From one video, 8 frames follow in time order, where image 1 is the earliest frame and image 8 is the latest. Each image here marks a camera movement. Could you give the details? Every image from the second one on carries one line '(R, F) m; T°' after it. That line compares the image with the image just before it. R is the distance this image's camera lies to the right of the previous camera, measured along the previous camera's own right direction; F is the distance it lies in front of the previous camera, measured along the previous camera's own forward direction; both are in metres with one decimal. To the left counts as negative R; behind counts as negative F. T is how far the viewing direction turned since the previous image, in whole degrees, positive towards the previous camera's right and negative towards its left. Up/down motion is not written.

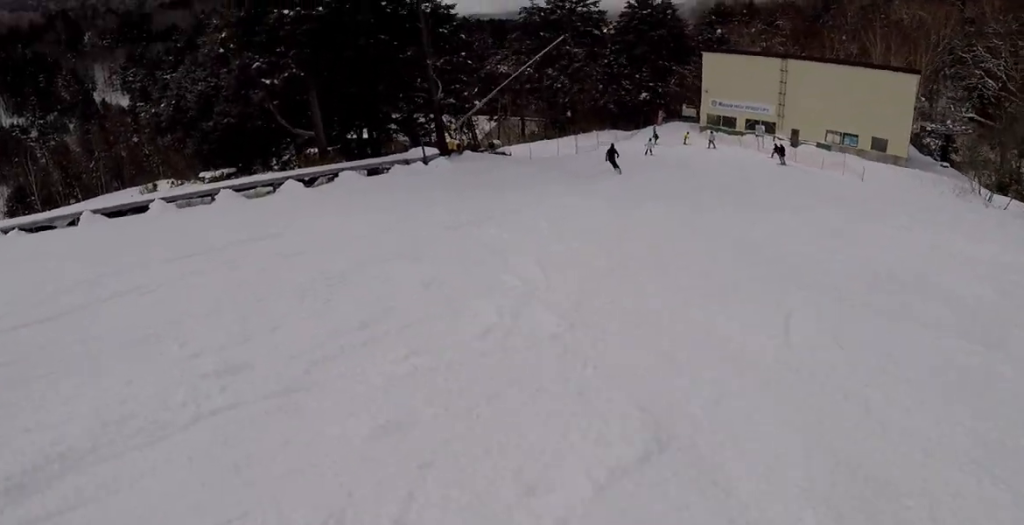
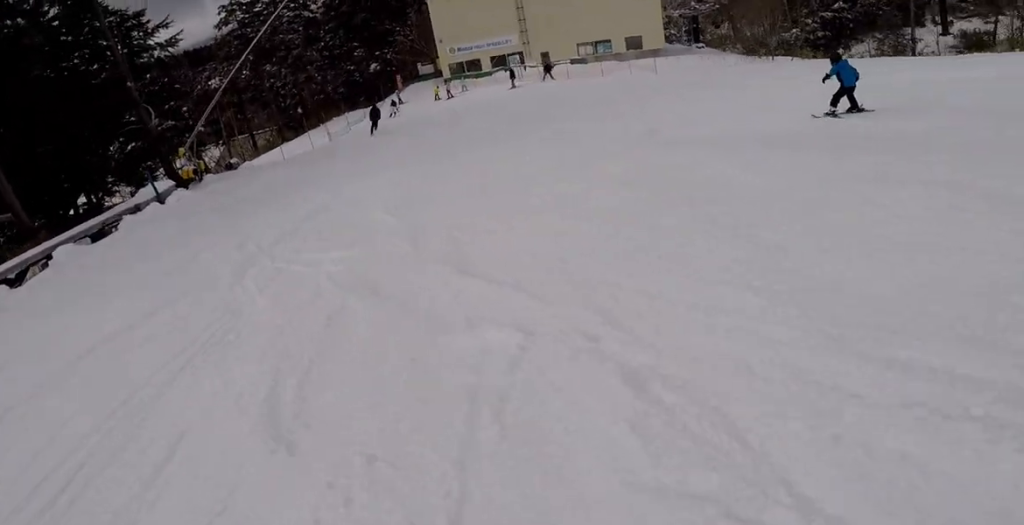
(+0.5, +6.3) m; +22°
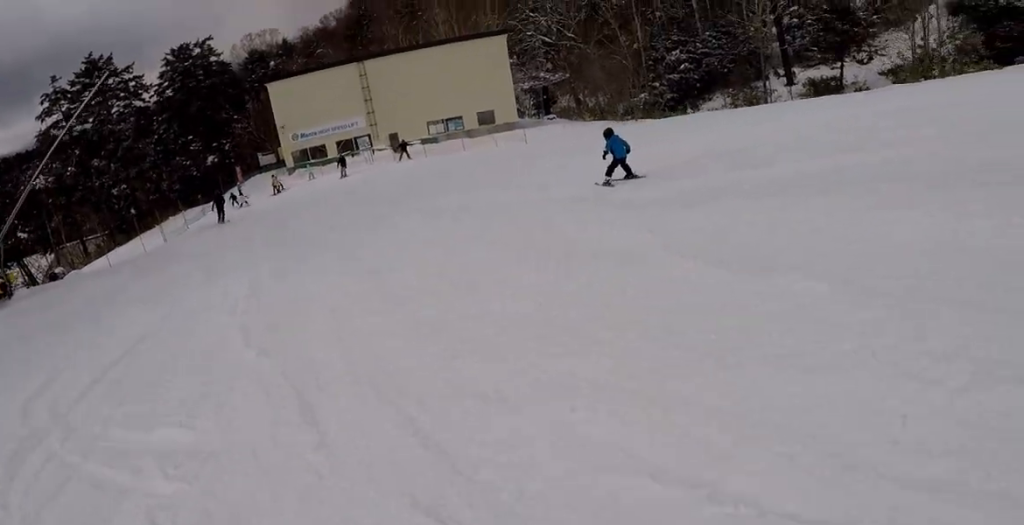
(+1.2, +4.2) m; +11°
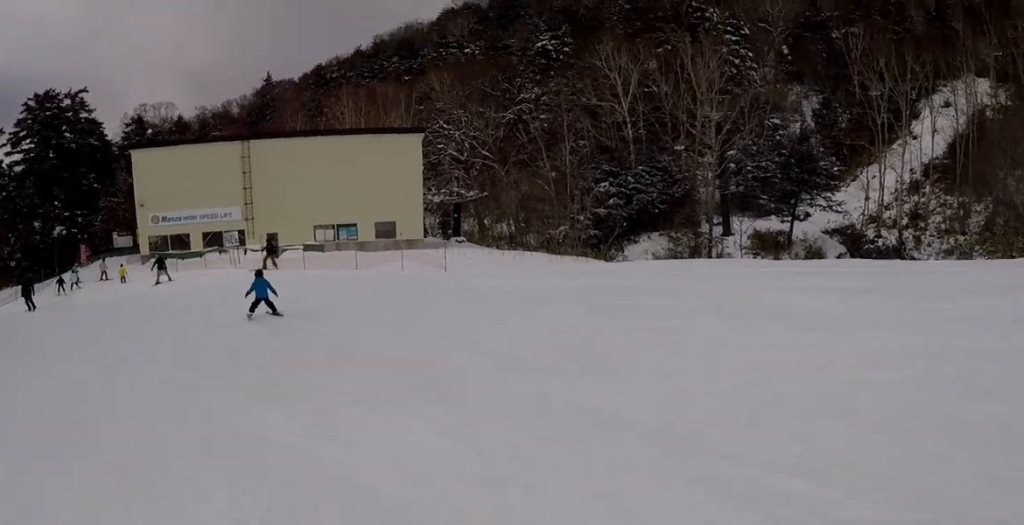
(+0.6, +10.2) m; -2°
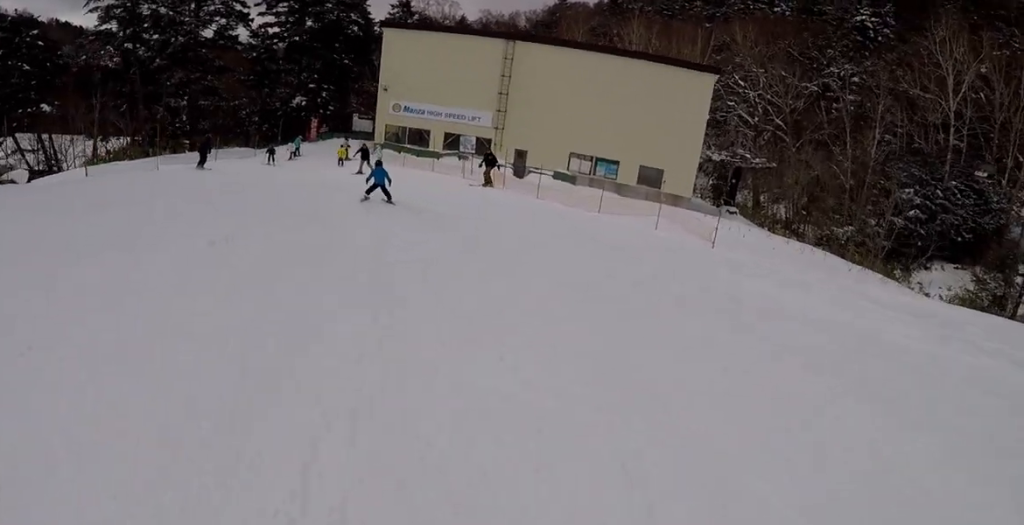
(-0.3, +5.3) m; -11°
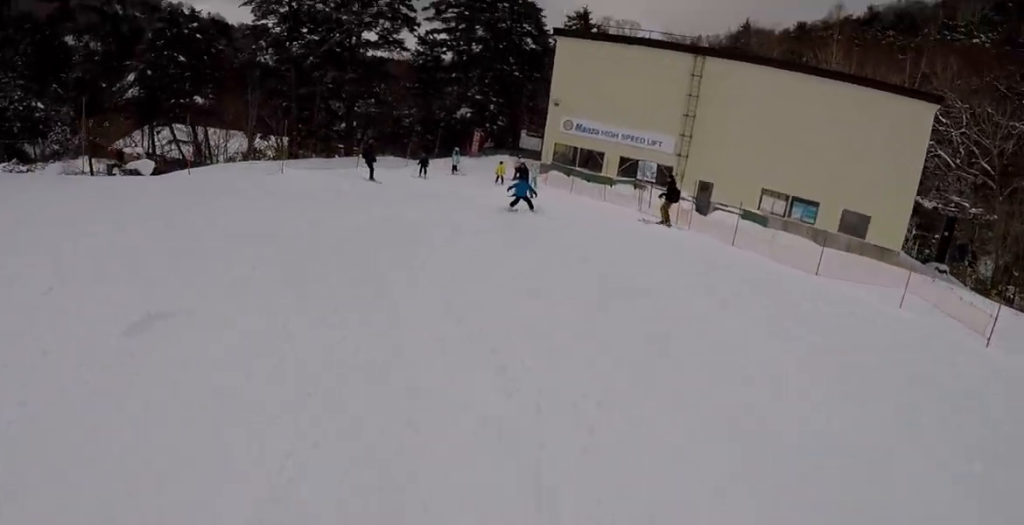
(-0.6, +4.0) m; -8°
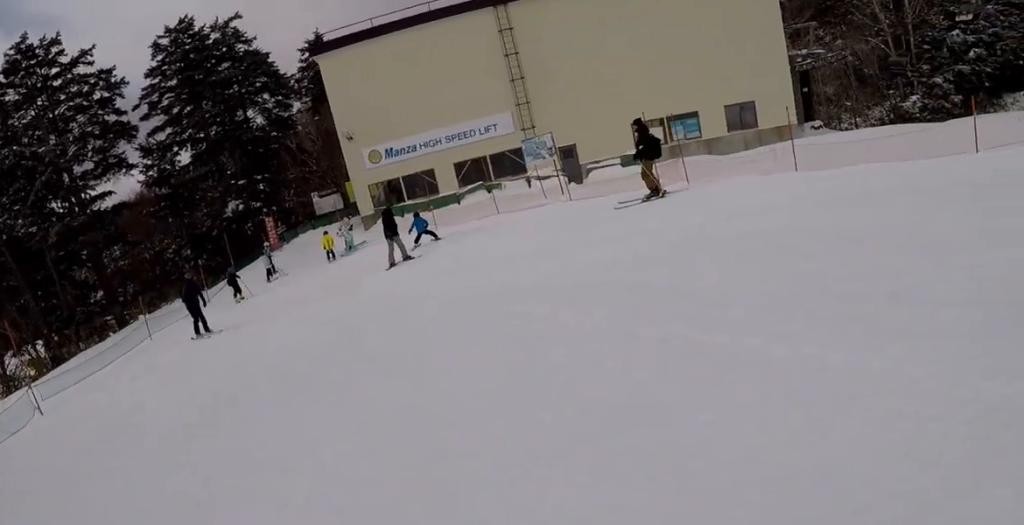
(+0.6, +8.1) m; +11°
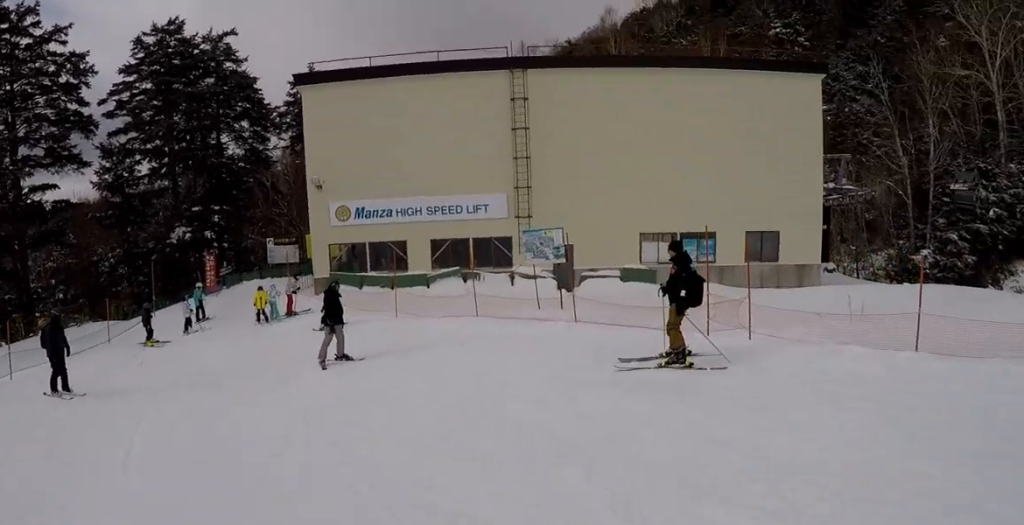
(0.0, +3.9) m; -7°
